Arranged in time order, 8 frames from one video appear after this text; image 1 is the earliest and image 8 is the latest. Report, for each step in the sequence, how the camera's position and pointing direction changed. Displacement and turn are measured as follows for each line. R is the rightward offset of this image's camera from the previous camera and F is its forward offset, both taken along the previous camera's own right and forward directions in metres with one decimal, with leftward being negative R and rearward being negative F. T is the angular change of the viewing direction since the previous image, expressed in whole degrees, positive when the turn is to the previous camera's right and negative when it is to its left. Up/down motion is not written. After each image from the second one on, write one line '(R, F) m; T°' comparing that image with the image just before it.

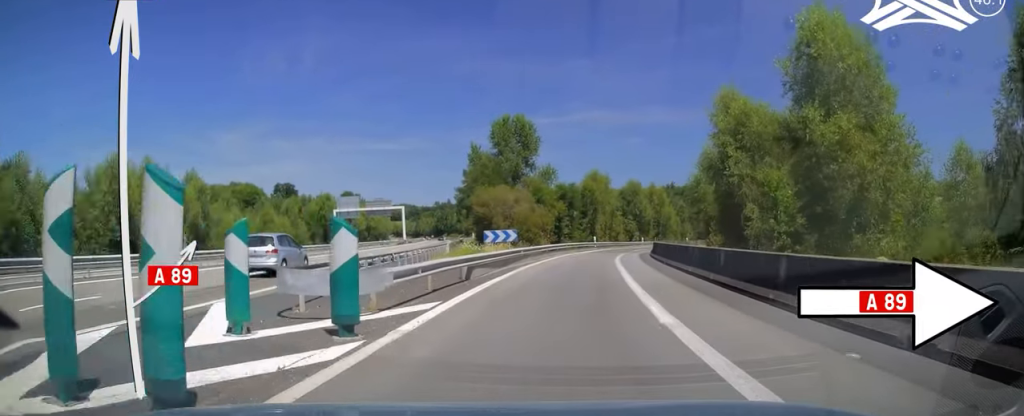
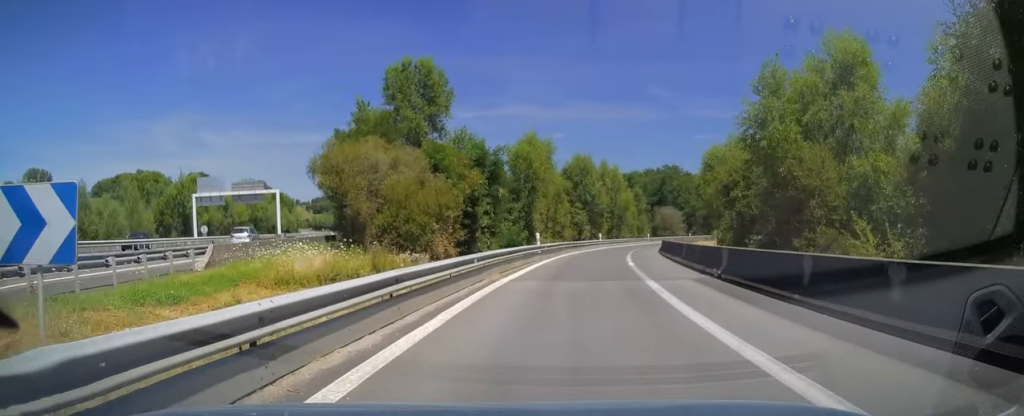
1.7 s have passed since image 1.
(+0.6, +29.7) m; +3°
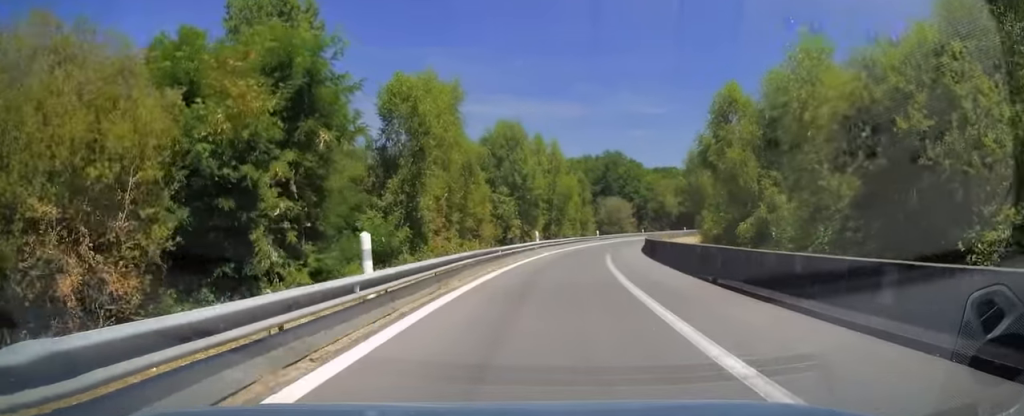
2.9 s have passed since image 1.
(+0.8, +22.1) m; +6°
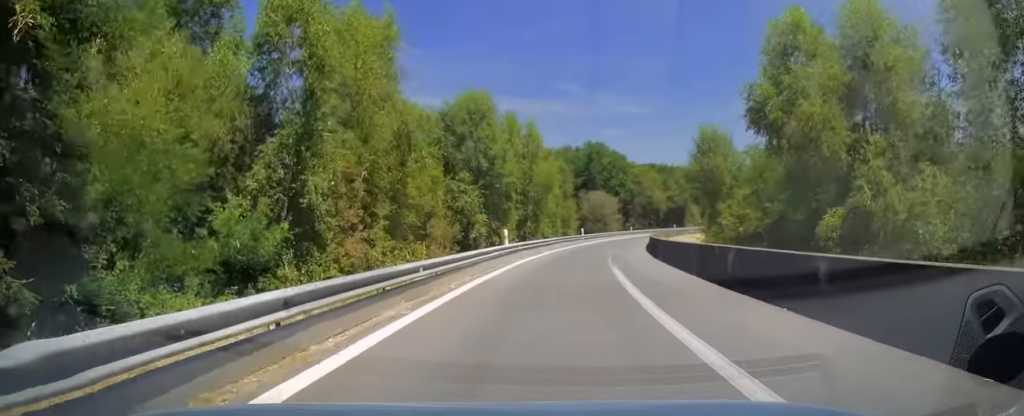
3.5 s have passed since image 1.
(+0.4, +11.0) m; +3°
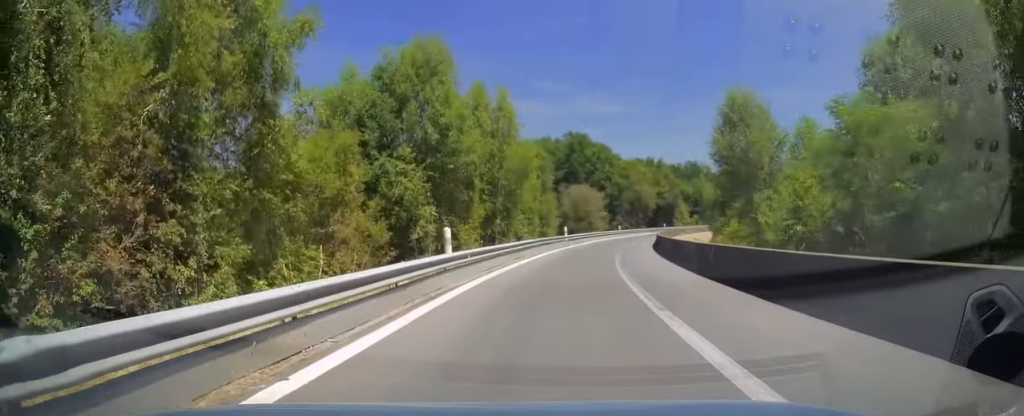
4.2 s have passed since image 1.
(+0.2, +11.1) m; +3°
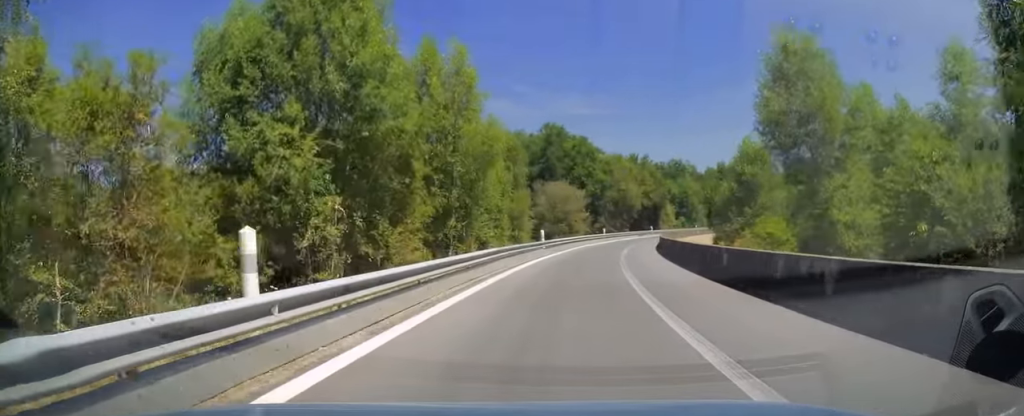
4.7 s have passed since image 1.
(+0.3, +10.5) m; +2°
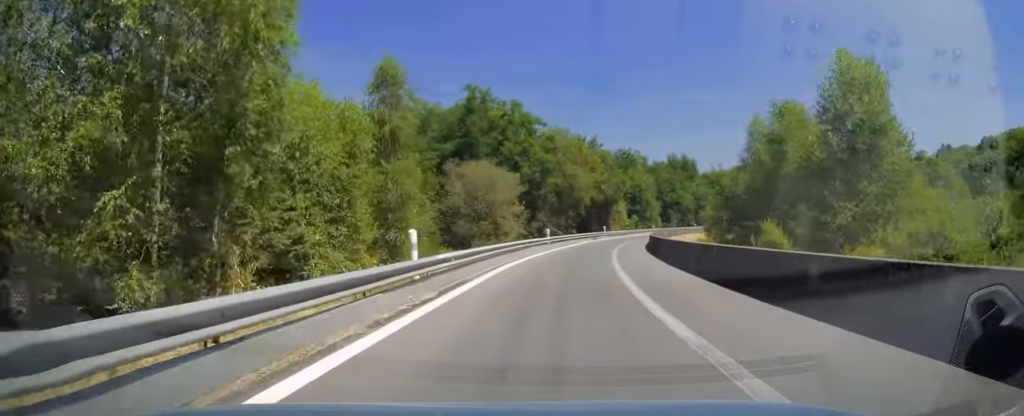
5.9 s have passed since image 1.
(+0.9, +22.0) m; +5°
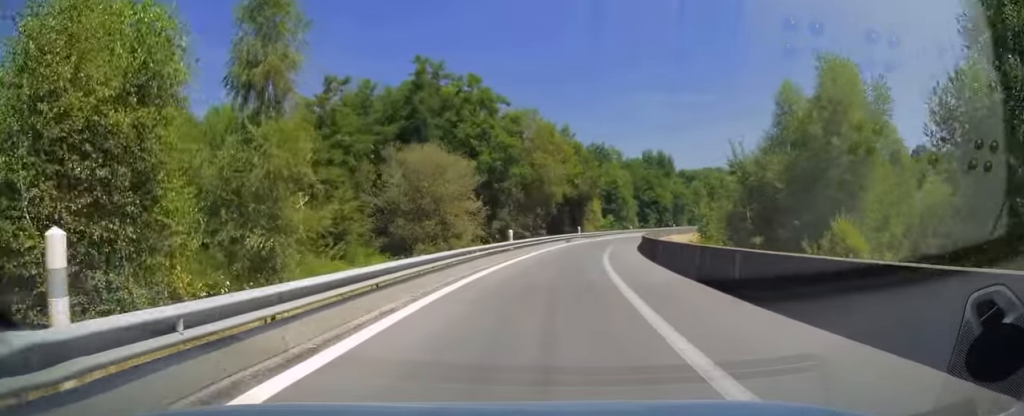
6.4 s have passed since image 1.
(+0.2, +10.2) m; +3°
